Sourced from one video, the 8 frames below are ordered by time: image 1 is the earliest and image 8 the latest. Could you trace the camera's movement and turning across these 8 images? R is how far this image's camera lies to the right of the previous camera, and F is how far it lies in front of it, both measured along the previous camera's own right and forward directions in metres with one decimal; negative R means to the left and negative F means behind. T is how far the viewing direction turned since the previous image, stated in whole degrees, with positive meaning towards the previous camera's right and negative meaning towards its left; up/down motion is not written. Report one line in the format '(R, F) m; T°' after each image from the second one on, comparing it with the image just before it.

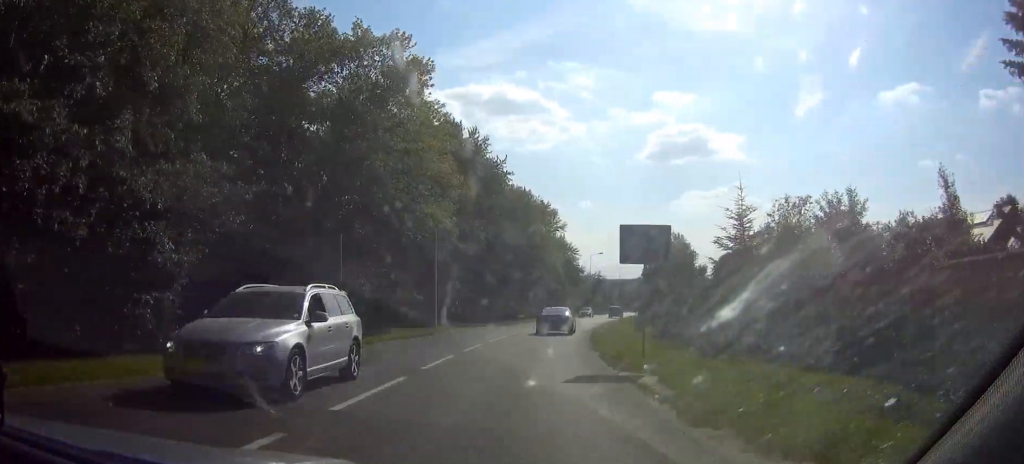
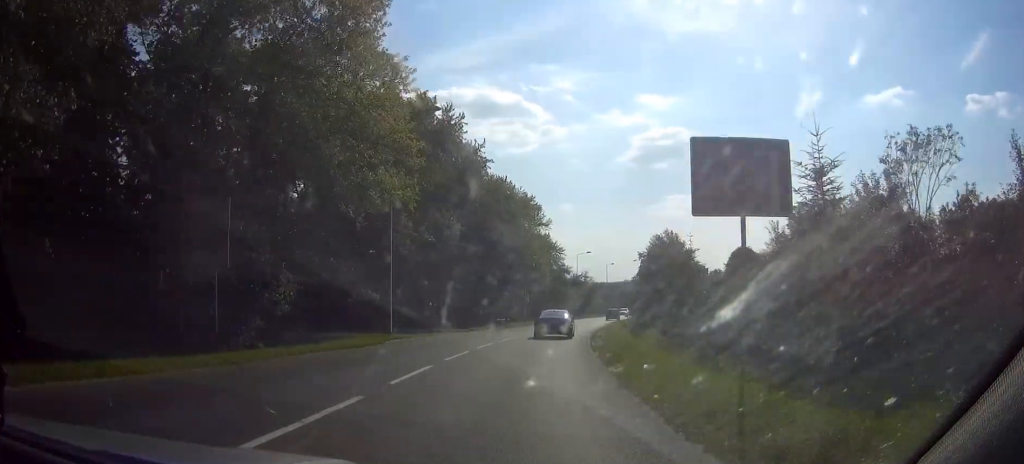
(+0.2, +8.4) m; +2°
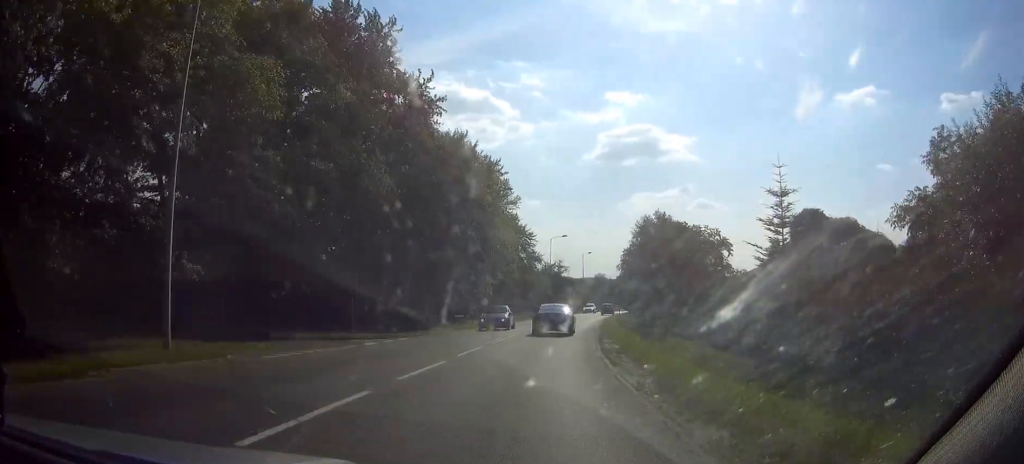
(+0.8, +17.4) m; +5°
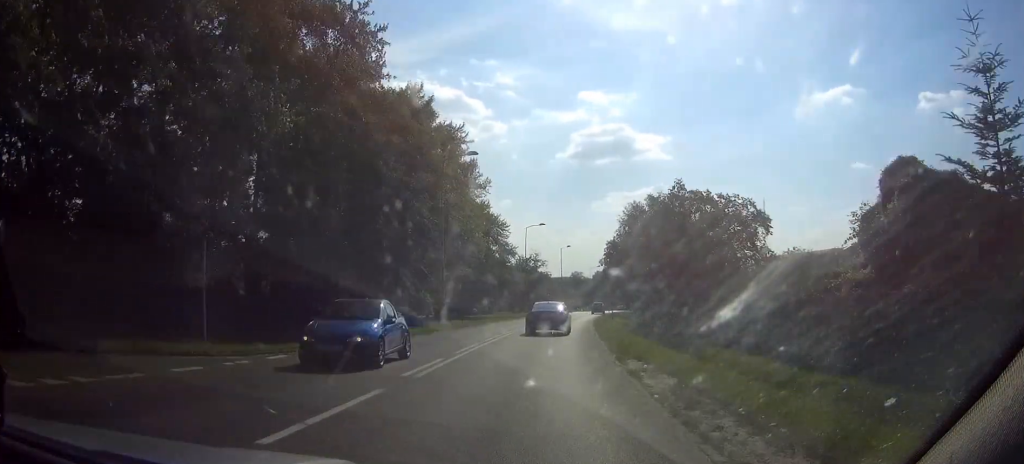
(+0.3, +11.6) m; +2°
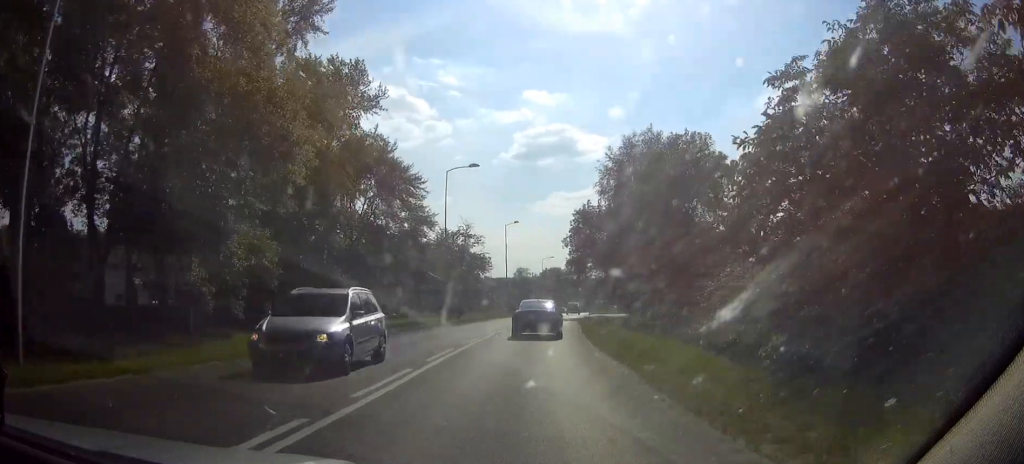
(0.0, +31.4) m; 0°
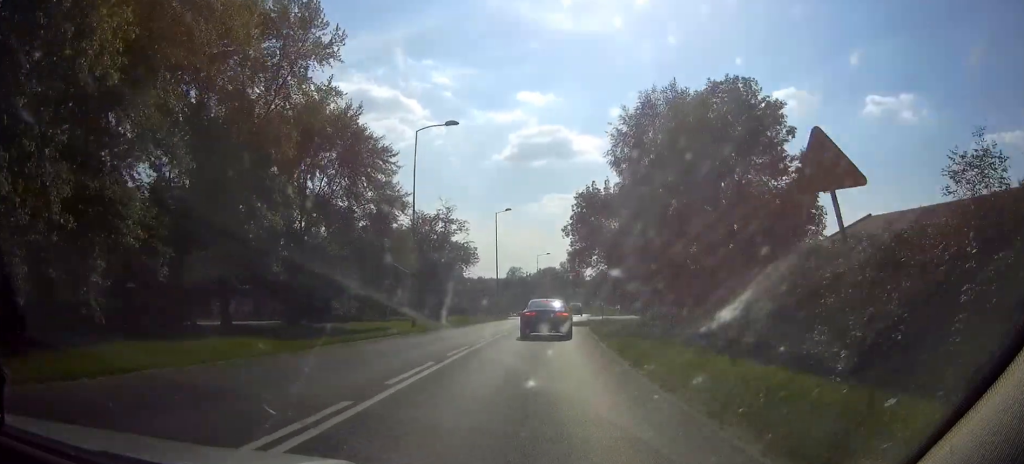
(0.0, +10.9) m; 0°
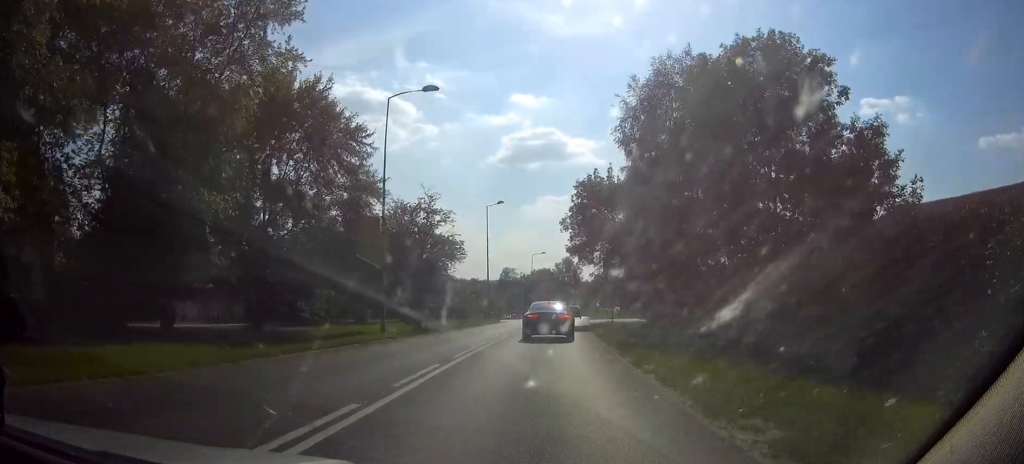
(0.0, +6.2) m; +1°
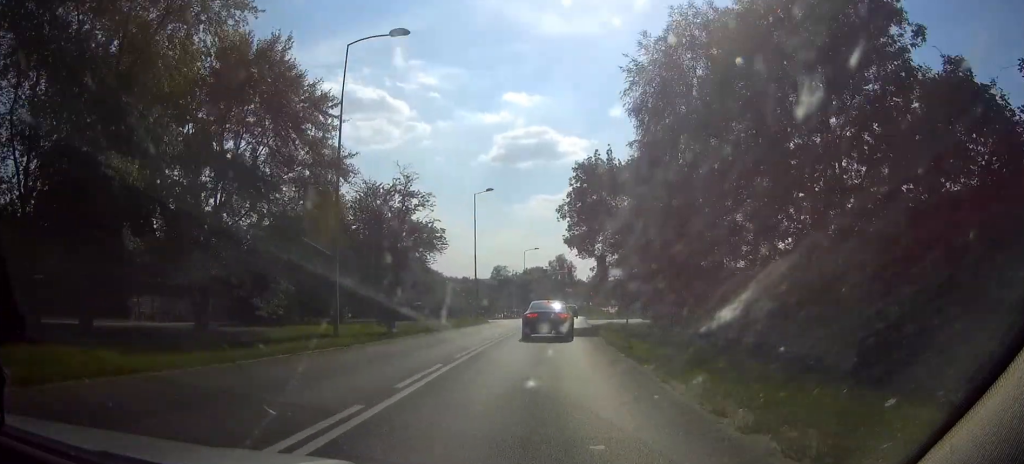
(-0.1, +6.6) m; +1°
